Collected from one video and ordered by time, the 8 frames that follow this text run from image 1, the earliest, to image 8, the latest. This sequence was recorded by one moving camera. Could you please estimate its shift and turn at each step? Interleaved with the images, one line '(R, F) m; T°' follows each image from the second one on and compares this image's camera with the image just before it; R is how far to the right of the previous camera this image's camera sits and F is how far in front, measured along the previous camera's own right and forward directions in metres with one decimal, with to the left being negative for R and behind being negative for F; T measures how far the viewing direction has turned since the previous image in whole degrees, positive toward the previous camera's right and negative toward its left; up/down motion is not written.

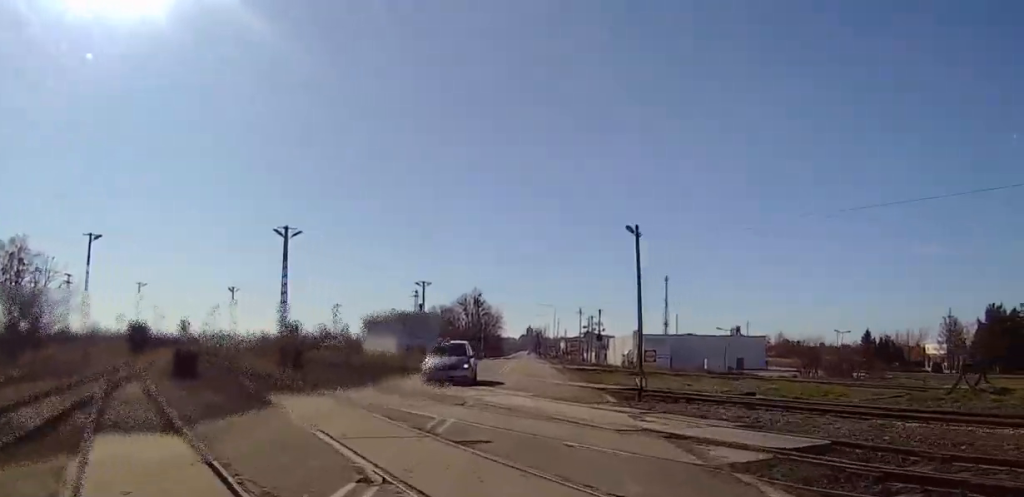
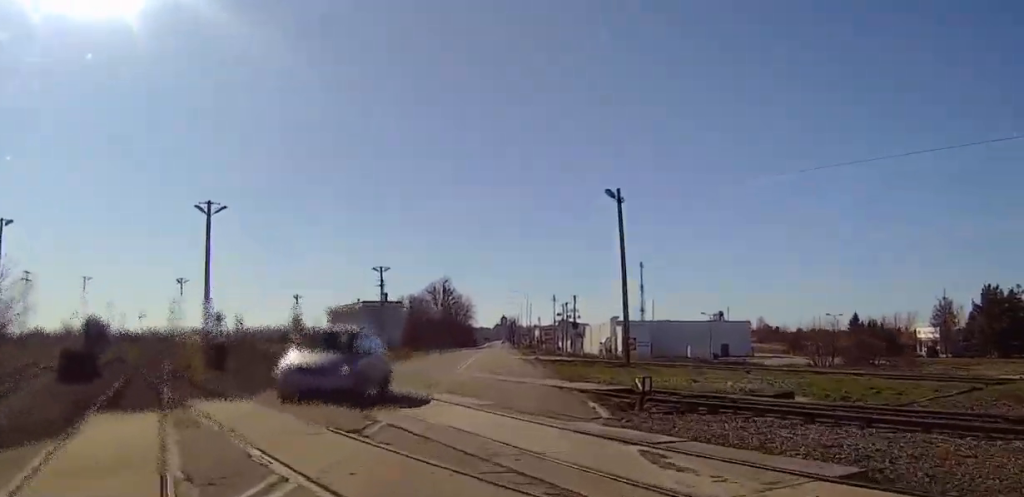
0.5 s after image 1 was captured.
(-0.1, +5.8) m; -1°
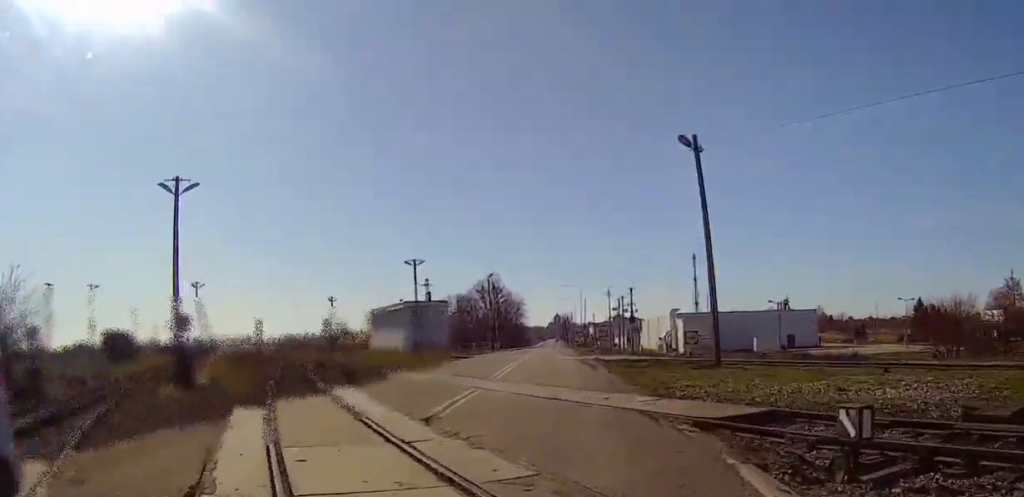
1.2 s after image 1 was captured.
(+0.1, +8.1) m; -1°
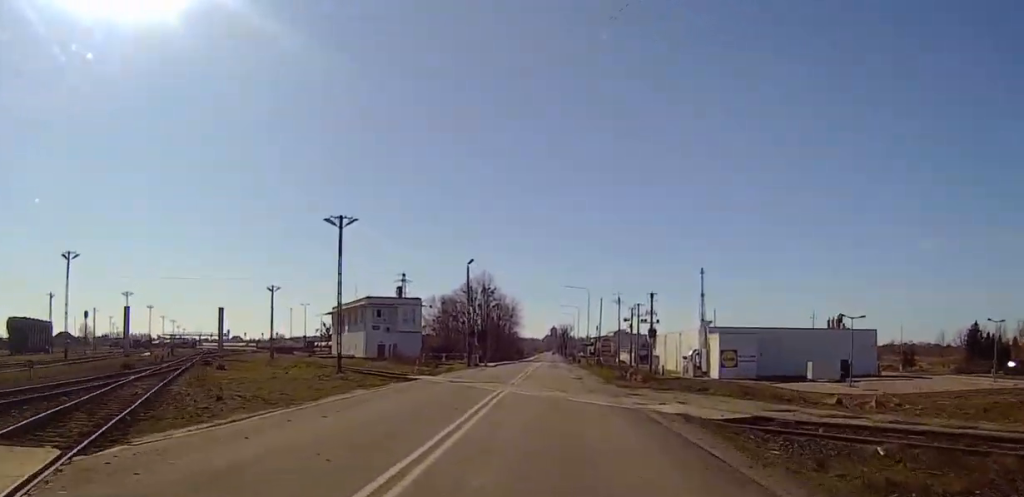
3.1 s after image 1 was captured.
(-0.9, +24.4) m; 0°
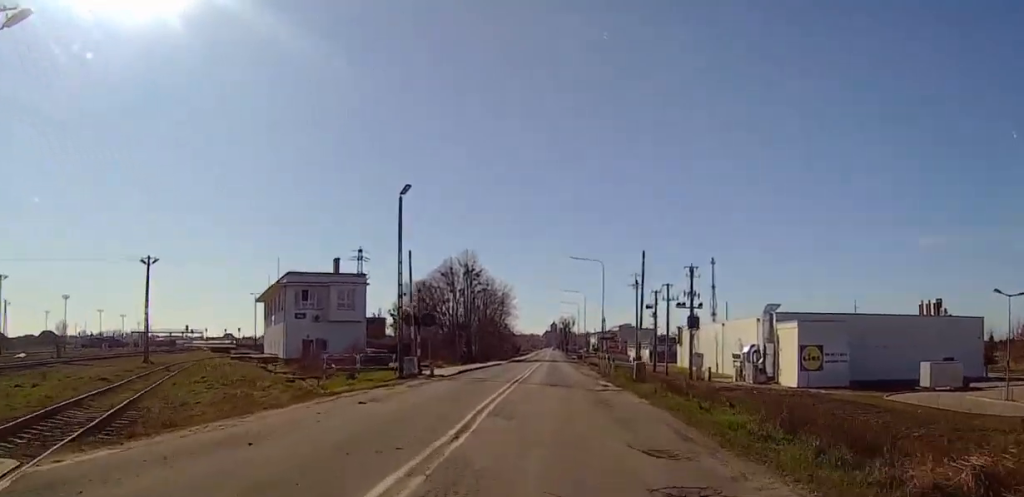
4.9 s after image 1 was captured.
(+0.4, +27.5) m; 0°
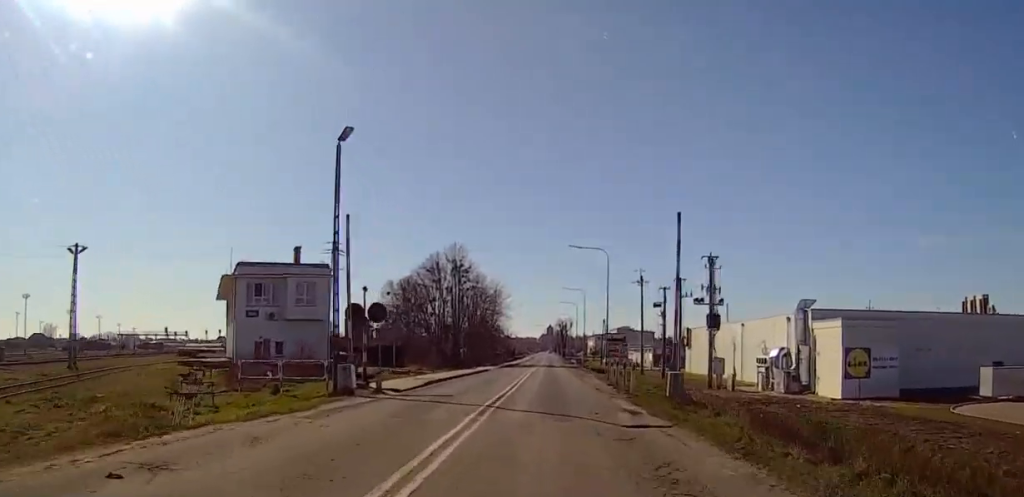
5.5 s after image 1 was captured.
(-0.3, +9.8) m; 0°
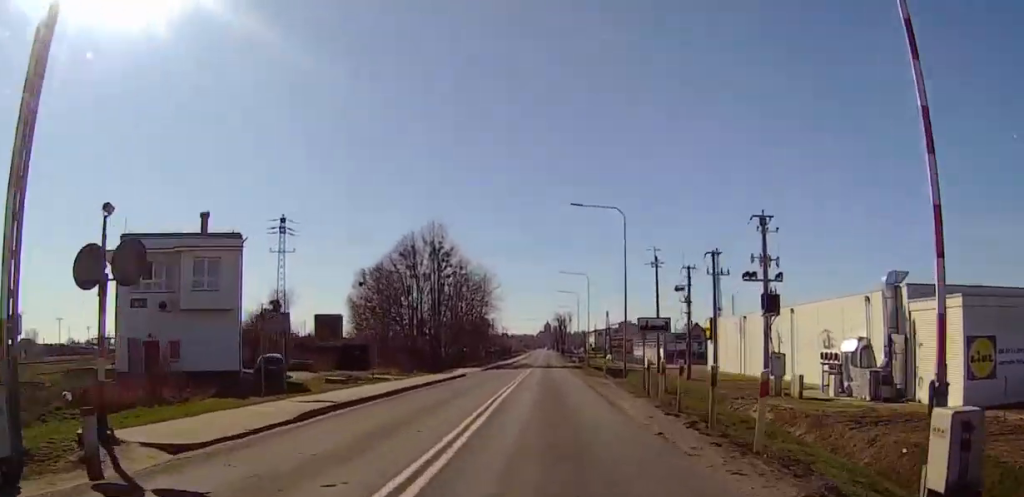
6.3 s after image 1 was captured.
(+0.6, +15.9) m; +2°
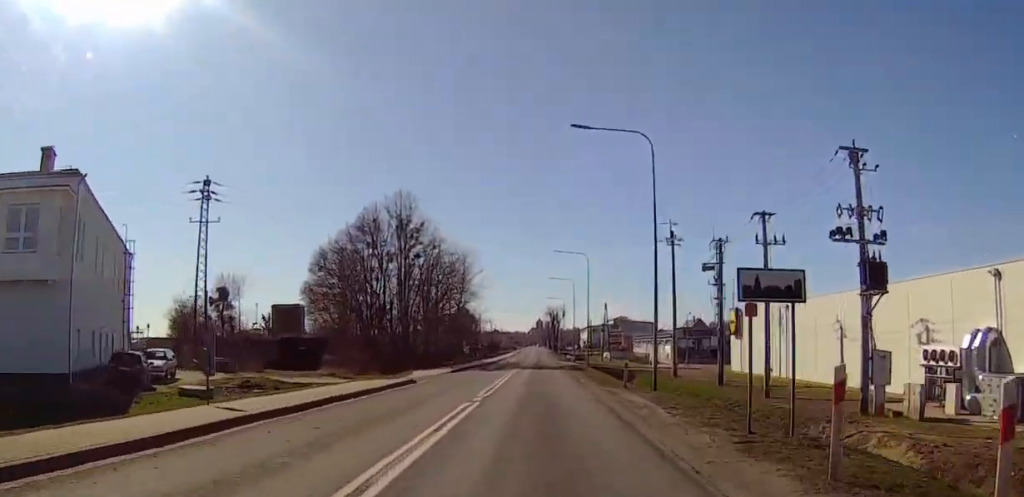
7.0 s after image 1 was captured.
(0.0, +14.9) m; -1°
